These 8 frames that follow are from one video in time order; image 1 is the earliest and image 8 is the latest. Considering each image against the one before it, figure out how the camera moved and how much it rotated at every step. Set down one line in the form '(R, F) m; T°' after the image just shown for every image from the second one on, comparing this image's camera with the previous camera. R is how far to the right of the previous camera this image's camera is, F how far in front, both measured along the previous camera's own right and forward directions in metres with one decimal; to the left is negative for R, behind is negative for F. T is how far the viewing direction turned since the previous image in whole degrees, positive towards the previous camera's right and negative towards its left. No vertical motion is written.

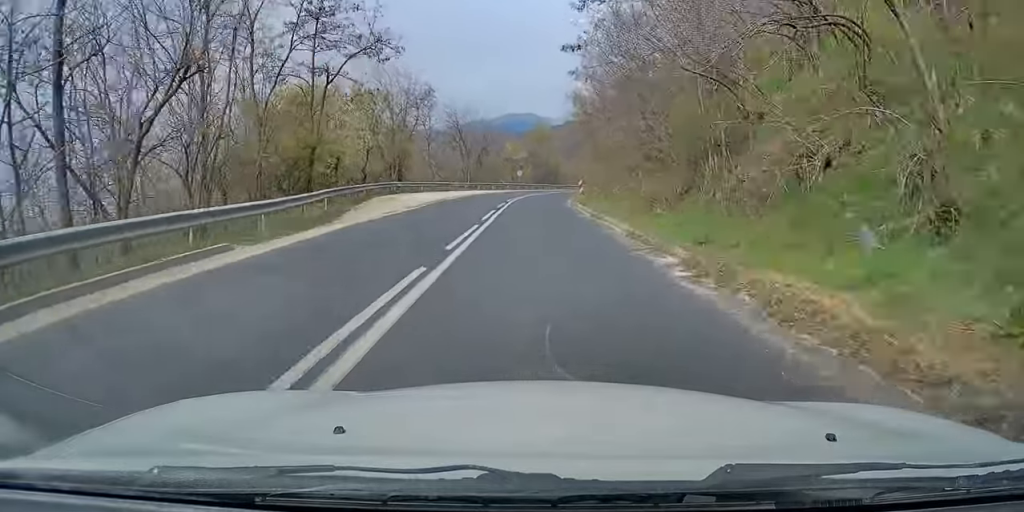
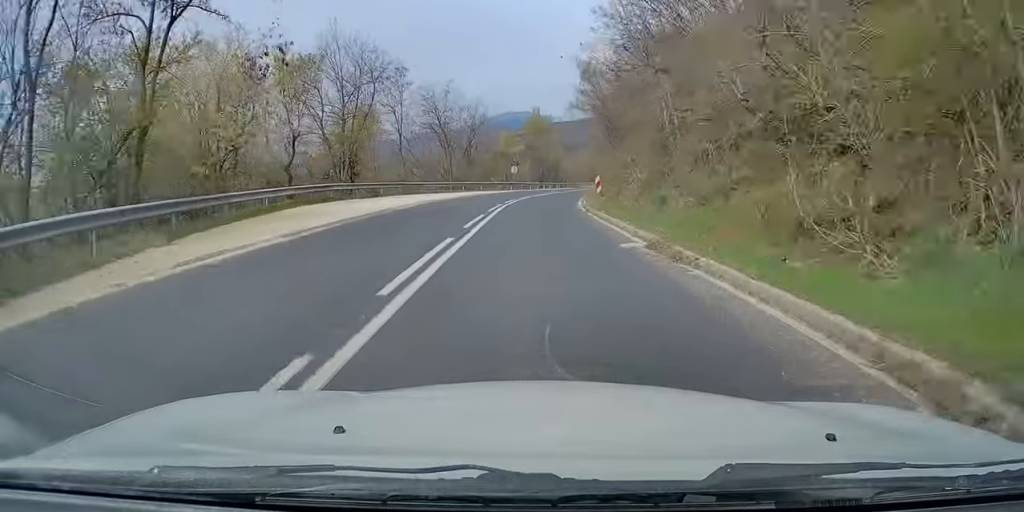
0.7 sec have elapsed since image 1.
(-0.3, +13.0) m; +1°
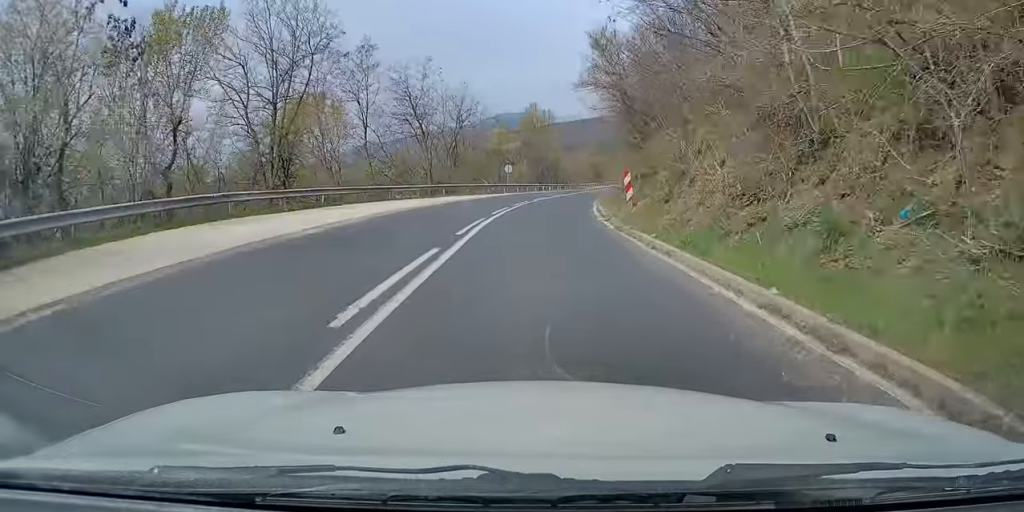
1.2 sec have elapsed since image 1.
(+0.3, +10.4) m; +1°
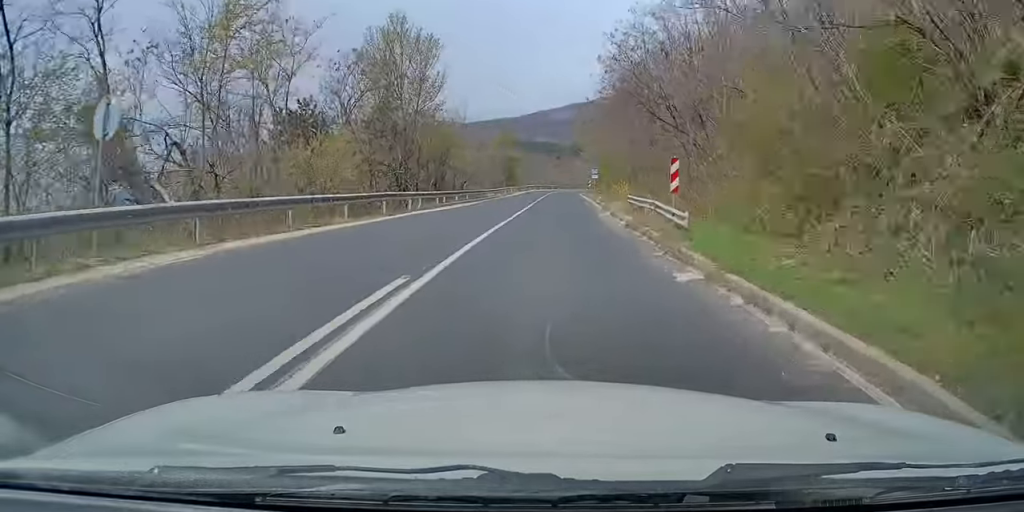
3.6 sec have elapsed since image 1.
(+2.7, +46.2) m; +7°
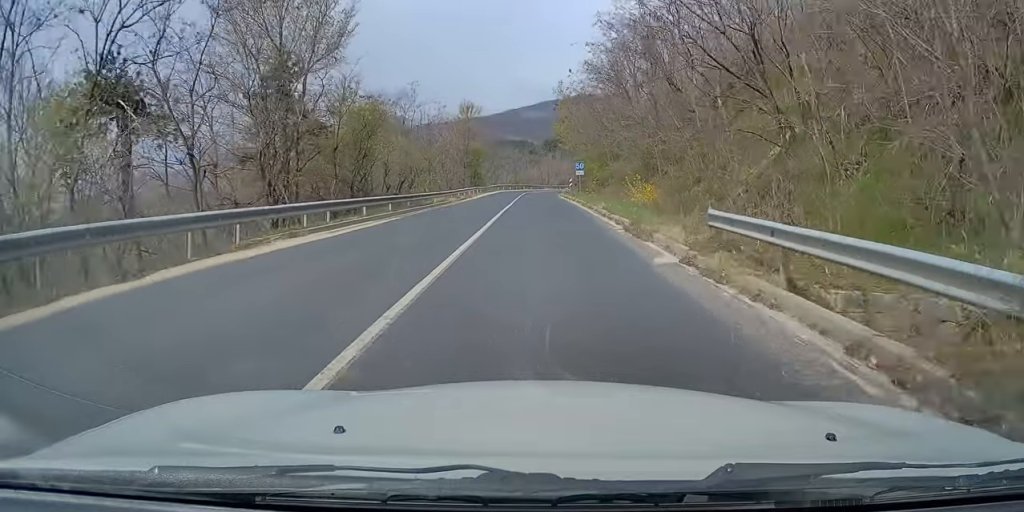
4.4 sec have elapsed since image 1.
(+0.2, +15.7) m; +2°
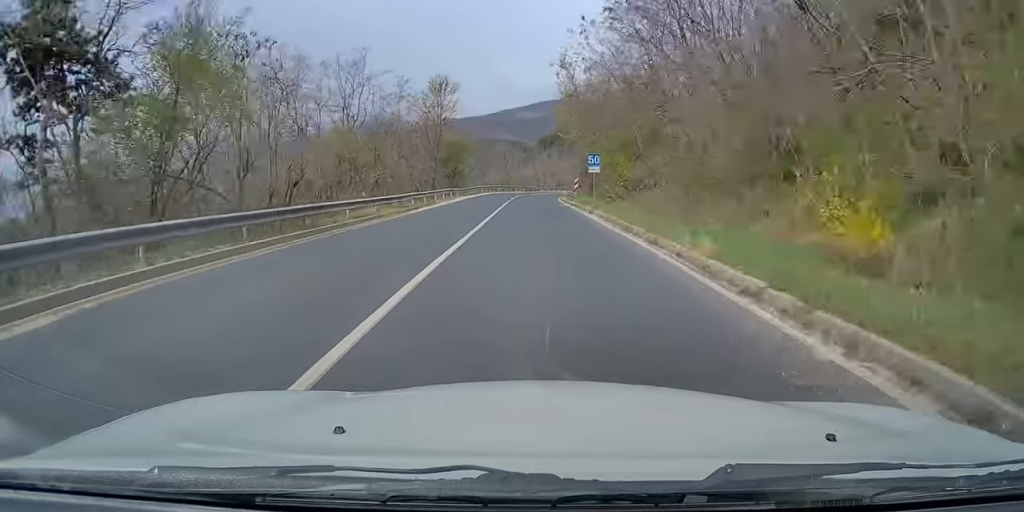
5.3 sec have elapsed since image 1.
(+0.5, +16.8) m; +4°
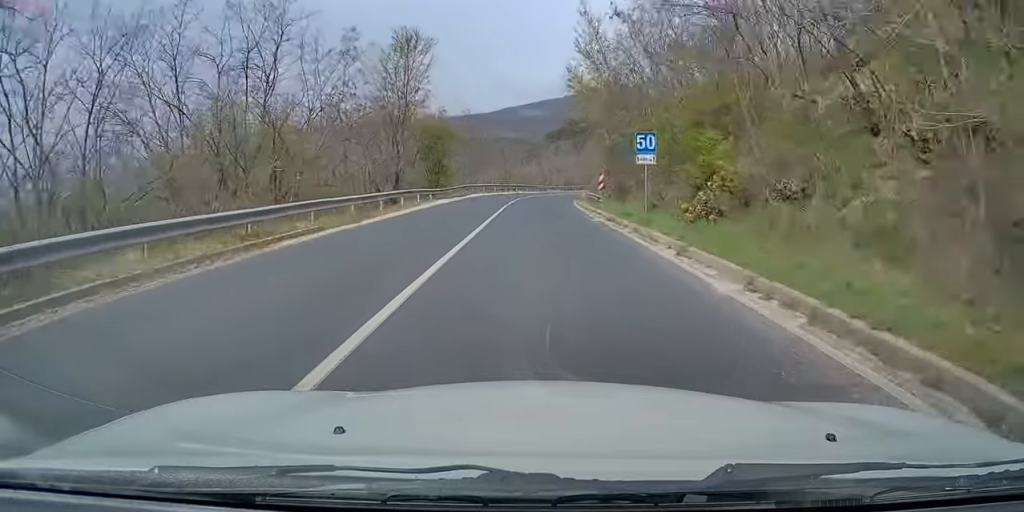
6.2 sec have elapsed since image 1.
(+0.6, +15.4) m; +1°
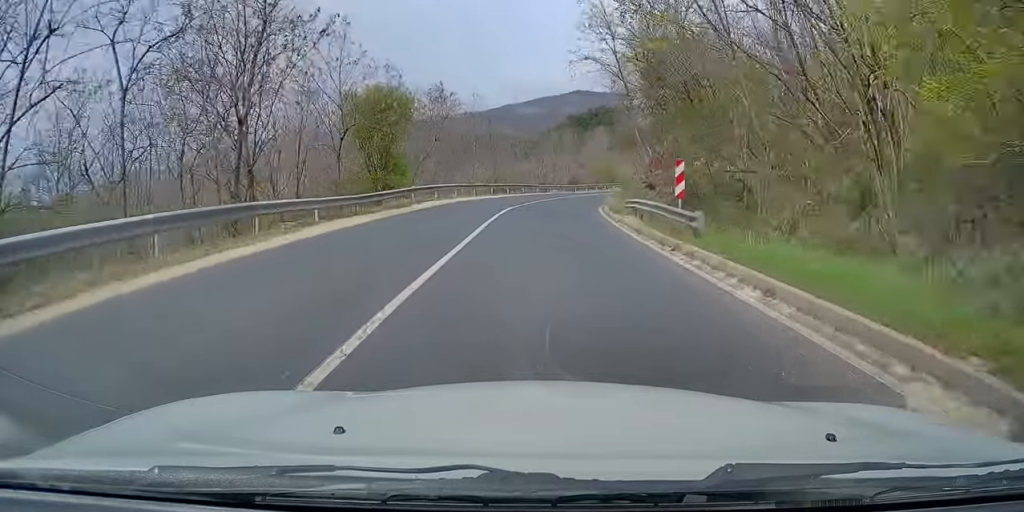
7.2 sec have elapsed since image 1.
(-0.4, +19.4) m; -3°
